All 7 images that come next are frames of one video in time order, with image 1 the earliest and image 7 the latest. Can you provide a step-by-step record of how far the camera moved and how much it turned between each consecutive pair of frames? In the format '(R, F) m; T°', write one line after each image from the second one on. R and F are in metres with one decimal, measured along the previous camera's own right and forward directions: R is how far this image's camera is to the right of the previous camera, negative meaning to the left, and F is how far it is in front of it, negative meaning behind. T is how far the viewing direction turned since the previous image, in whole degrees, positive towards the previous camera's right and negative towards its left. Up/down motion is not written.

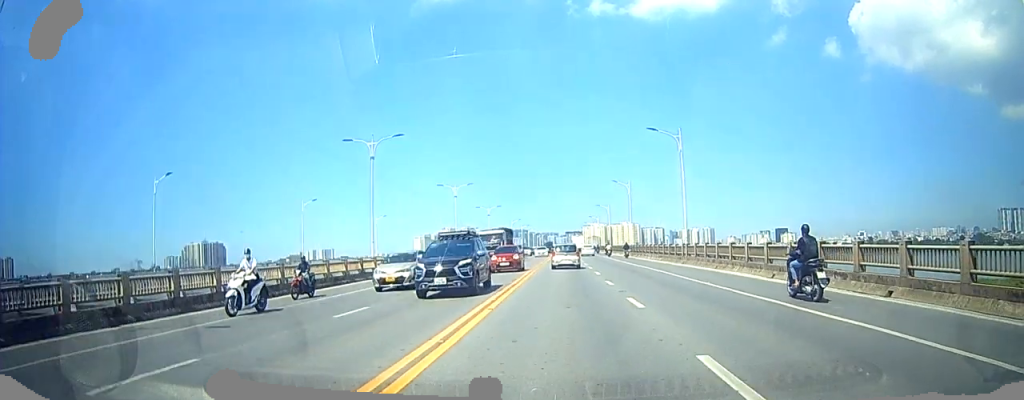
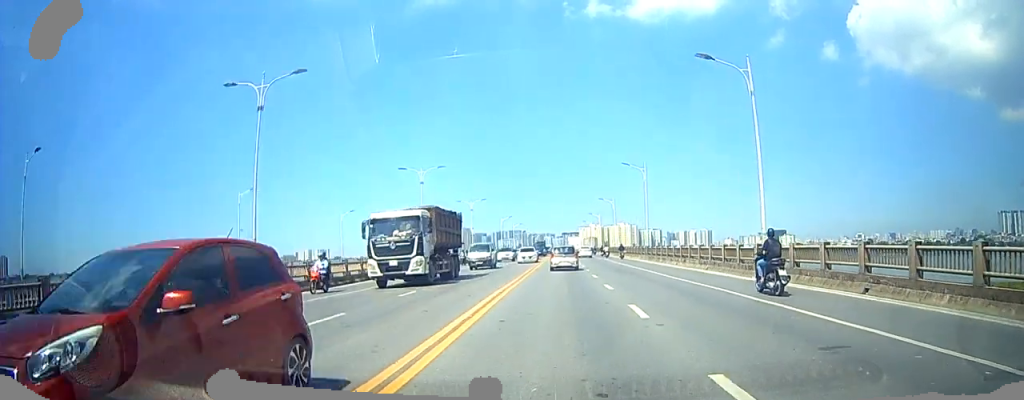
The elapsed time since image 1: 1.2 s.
(+0.2, +12.6) m; +3°
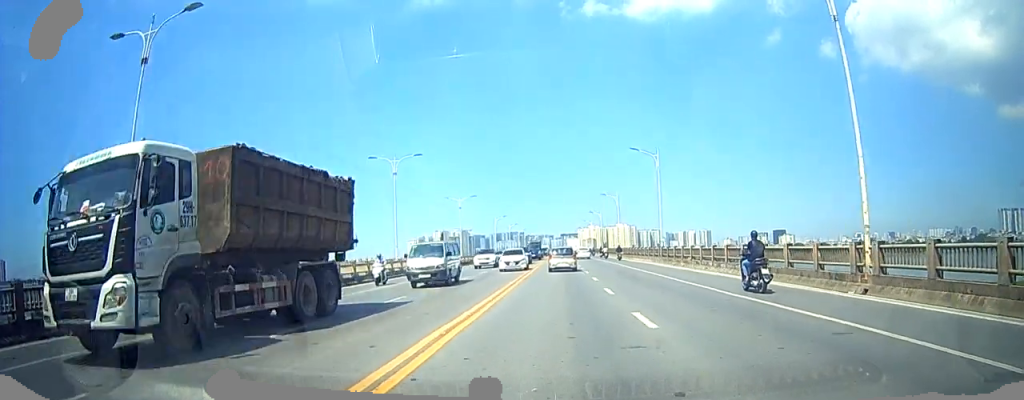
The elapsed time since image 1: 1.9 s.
(+0.1, +6.9) m; +2°
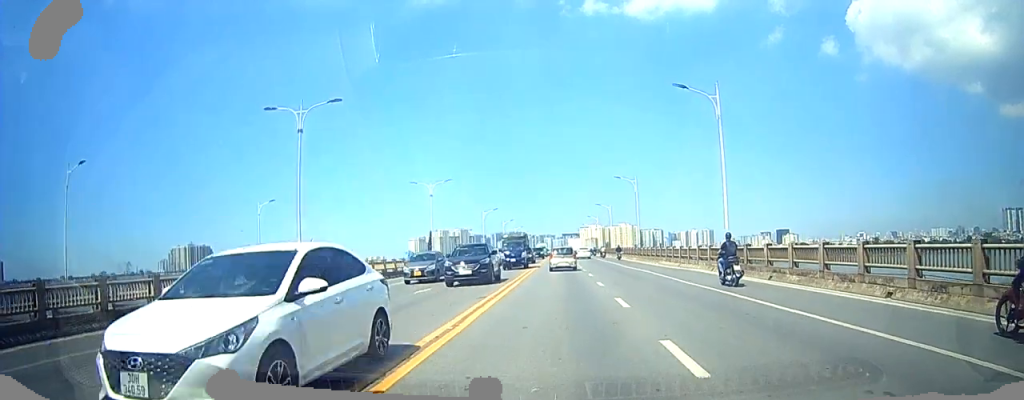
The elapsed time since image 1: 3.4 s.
(-0.2, +18.6) m; -2°
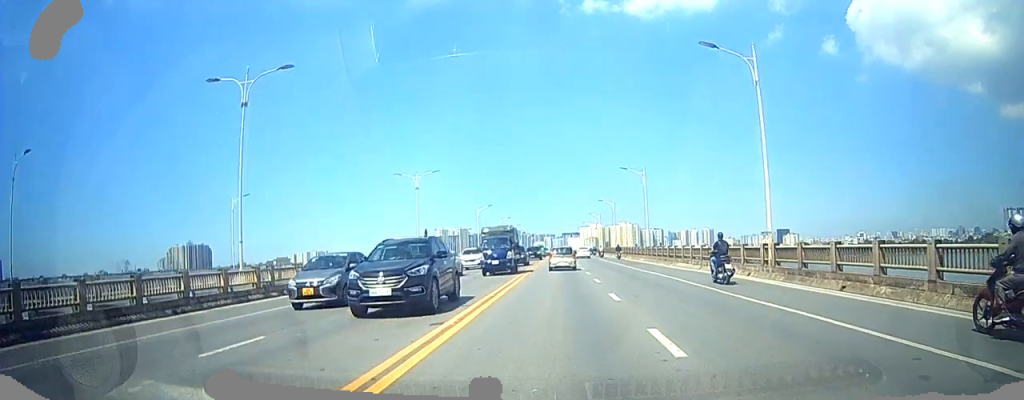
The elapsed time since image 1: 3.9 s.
(-0.1, +6.3) m; -1°
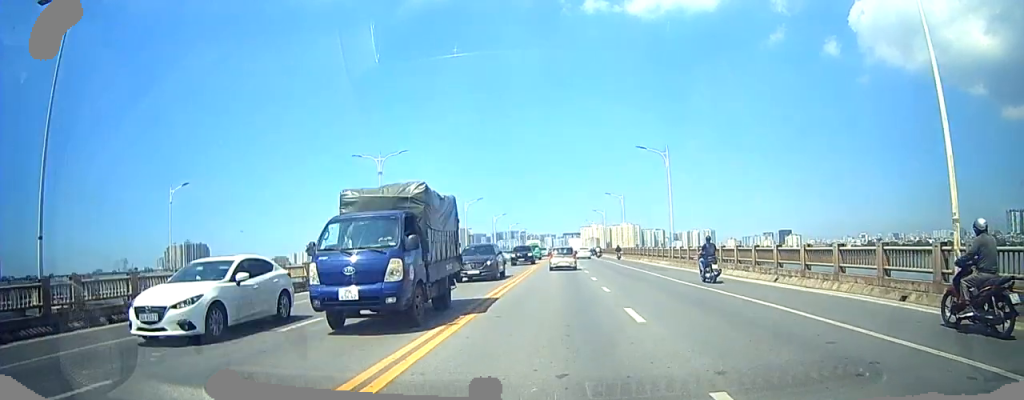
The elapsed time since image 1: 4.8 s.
(0.0, +12.2) m; 0°
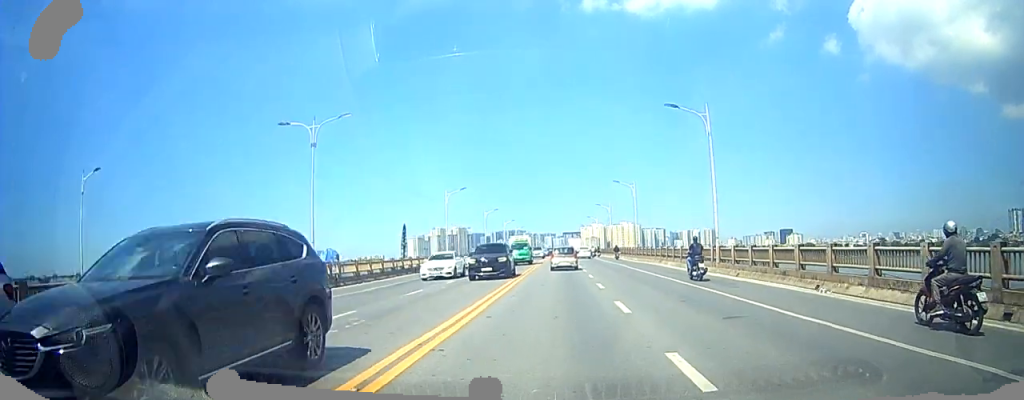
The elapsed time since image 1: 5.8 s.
(0.0, +12.6) m; 0°
